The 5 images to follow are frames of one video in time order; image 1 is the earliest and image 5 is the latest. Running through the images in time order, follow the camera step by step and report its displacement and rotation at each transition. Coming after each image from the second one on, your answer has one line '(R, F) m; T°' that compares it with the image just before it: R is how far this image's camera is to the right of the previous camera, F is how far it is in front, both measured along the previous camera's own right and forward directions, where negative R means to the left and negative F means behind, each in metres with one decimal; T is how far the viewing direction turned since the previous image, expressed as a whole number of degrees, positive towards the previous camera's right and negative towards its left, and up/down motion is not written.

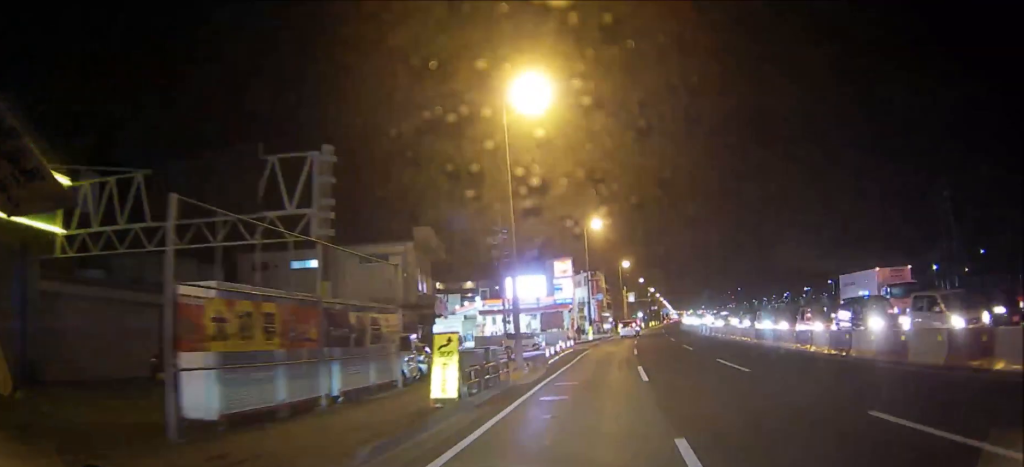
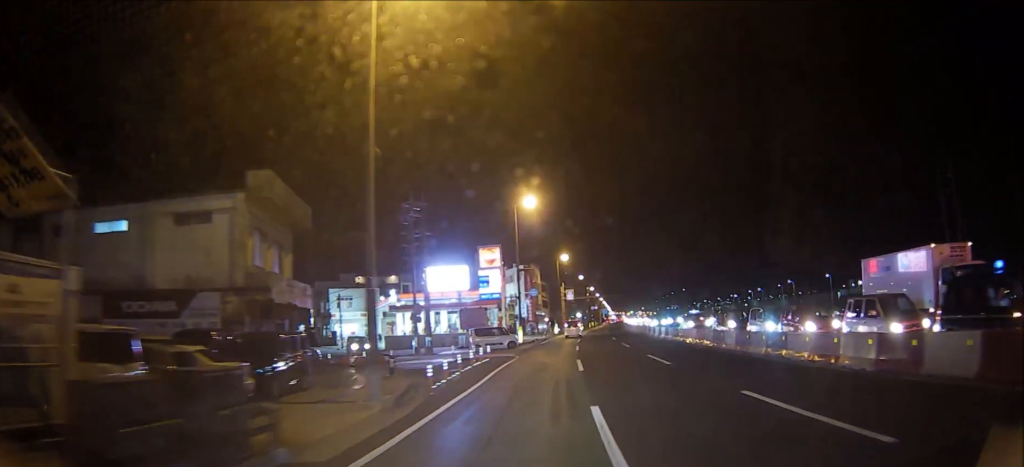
(+0.4, +12.6) m; +3°
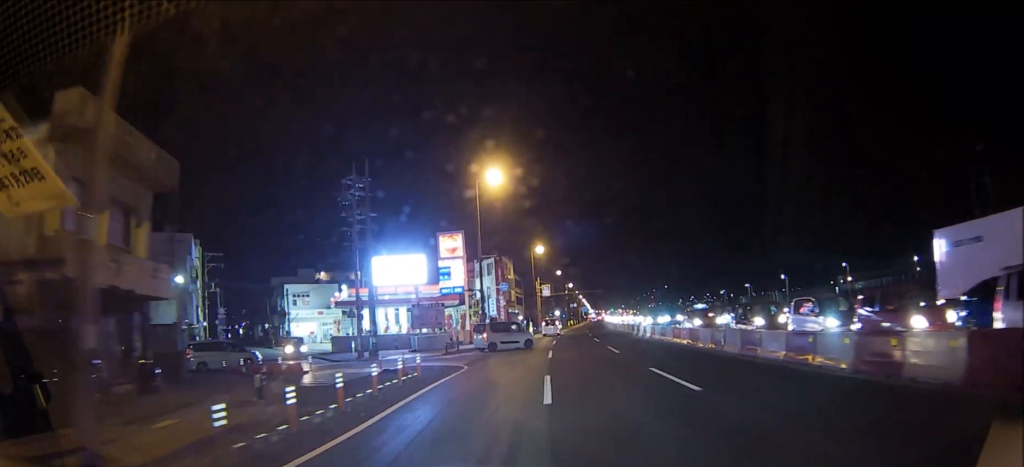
(+0.2, +9.2) m; +1°
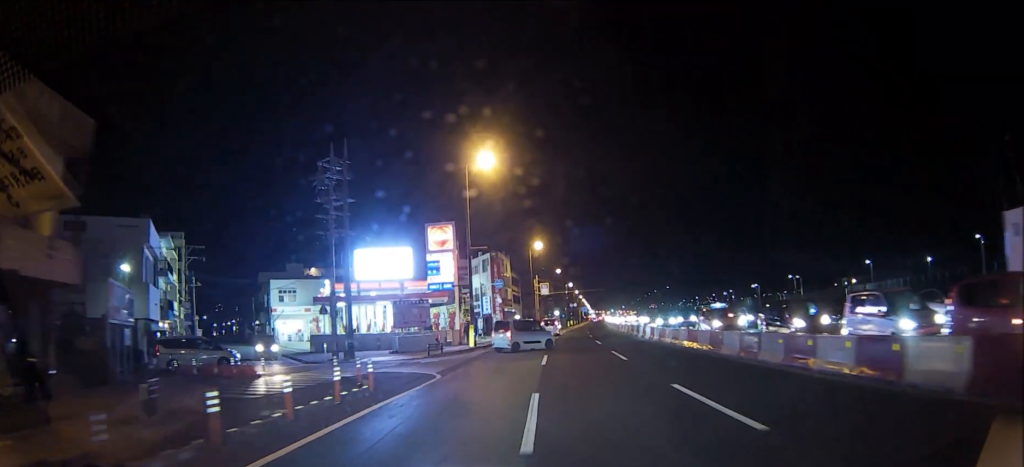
(+0.4, +4.7) m; 0°
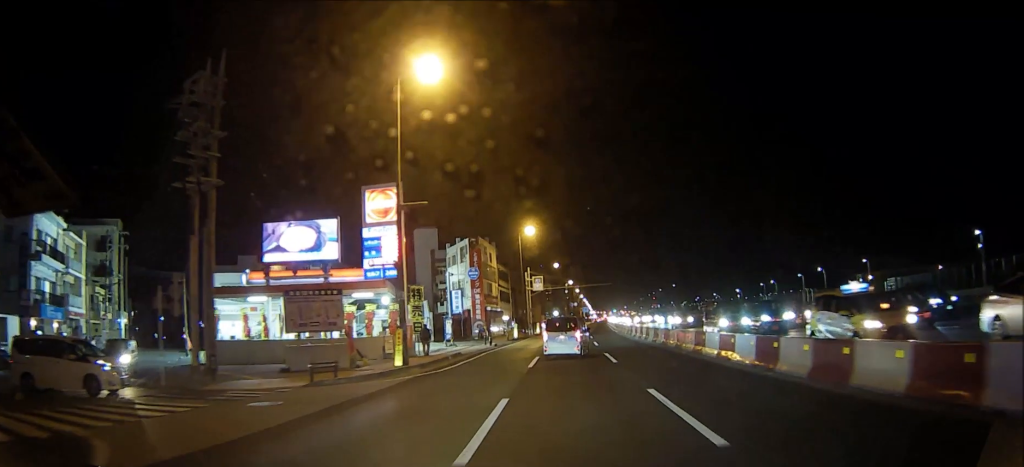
(-1.0, +15.5) m; -3°
